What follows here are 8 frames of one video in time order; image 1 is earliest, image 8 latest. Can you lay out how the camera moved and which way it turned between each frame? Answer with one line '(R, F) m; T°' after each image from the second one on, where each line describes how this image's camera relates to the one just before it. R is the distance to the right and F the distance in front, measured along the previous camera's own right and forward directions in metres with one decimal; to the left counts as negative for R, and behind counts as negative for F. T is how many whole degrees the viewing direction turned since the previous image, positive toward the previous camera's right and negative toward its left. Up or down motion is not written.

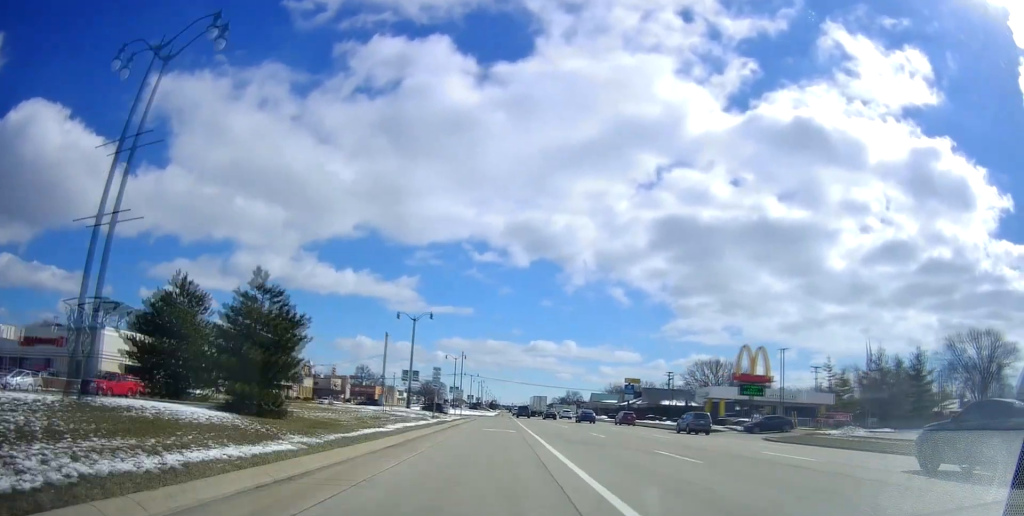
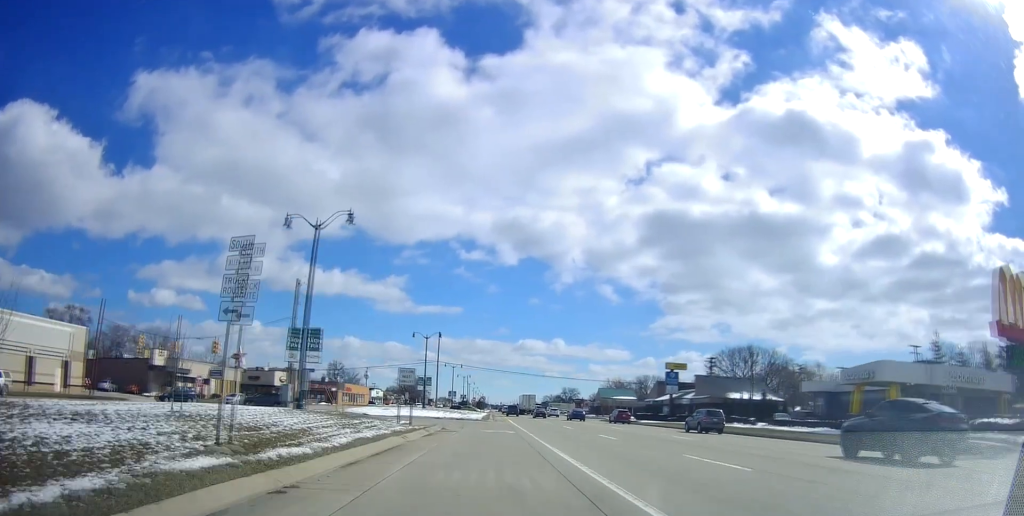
(-0.6, +34.1) m; -3°
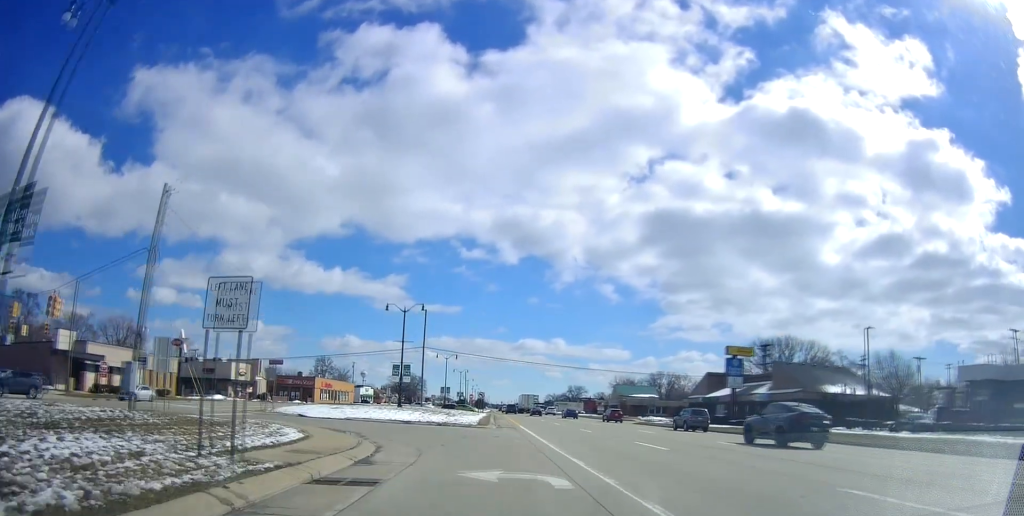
(+0.3, +21.7) m; +4°
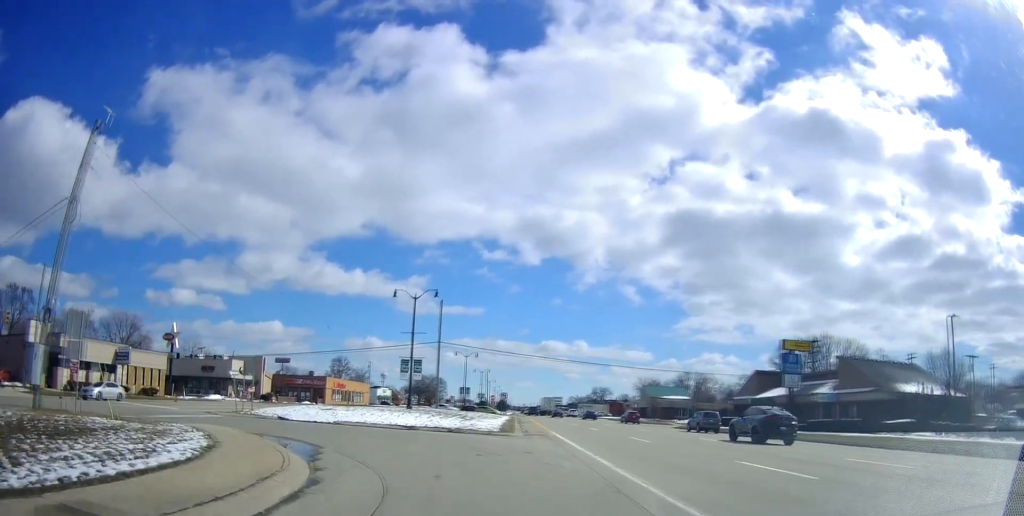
(+0.1, +7.9) m; -3°
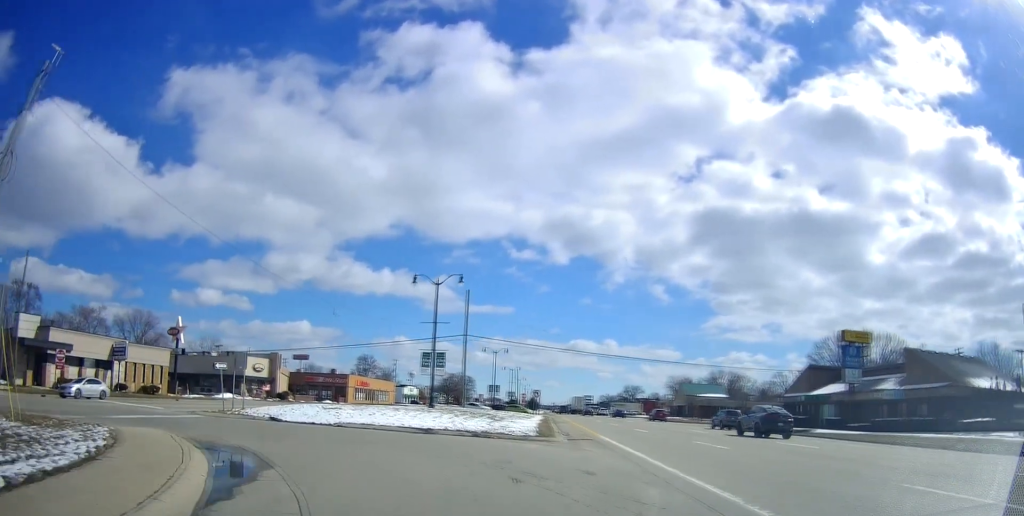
(+0.4, +6.0) m; -4°
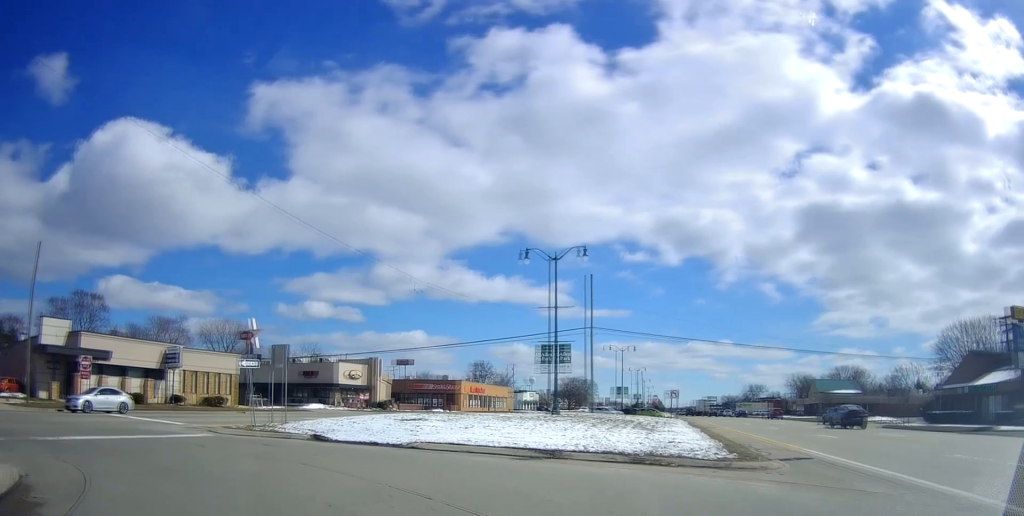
(-1.5, +9.6) m; -15°
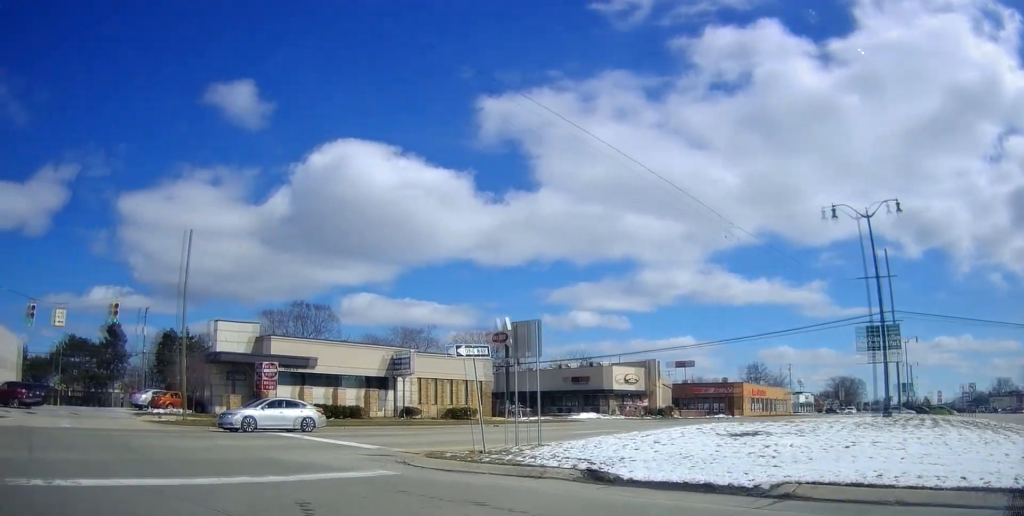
(-1.7, +8.3) m; -30°
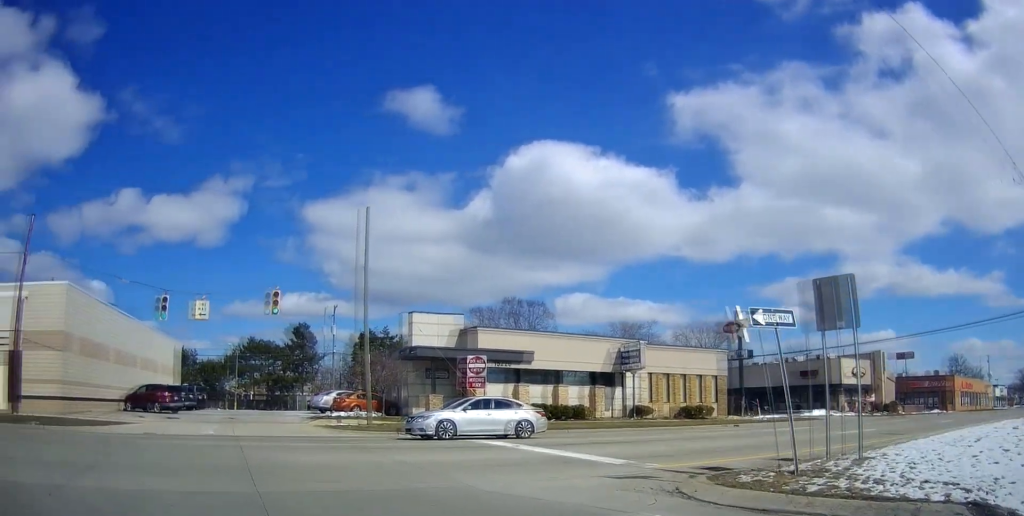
(-1.1, +4.4) m; -27°
